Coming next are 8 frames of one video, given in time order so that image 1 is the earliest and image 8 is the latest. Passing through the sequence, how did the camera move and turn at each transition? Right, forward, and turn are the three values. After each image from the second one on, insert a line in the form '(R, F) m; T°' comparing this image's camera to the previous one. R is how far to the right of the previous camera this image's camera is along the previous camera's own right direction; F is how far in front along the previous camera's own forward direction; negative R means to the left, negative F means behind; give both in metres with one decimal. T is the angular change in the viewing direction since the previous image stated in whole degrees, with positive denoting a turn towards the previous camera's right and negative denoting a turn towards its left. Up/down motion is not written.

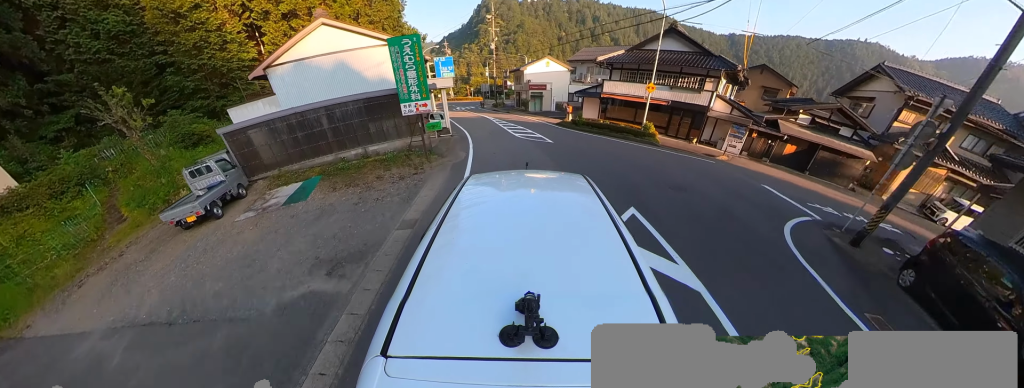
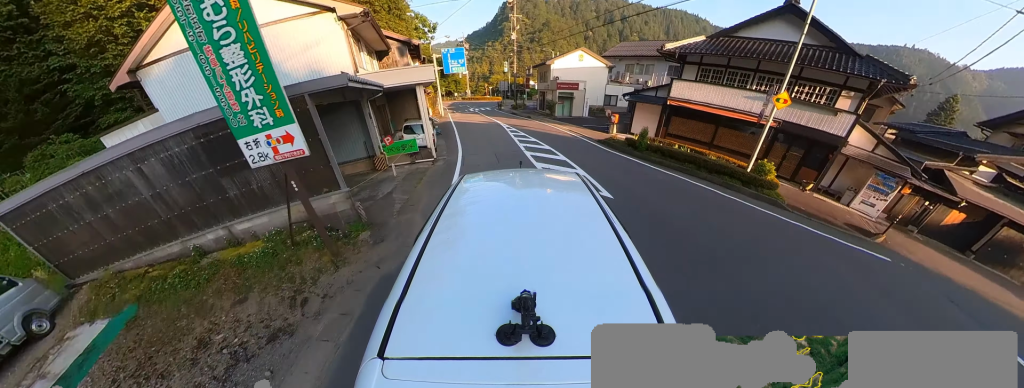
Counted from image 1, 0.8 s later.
(-0.8, +7.9) m; -8°
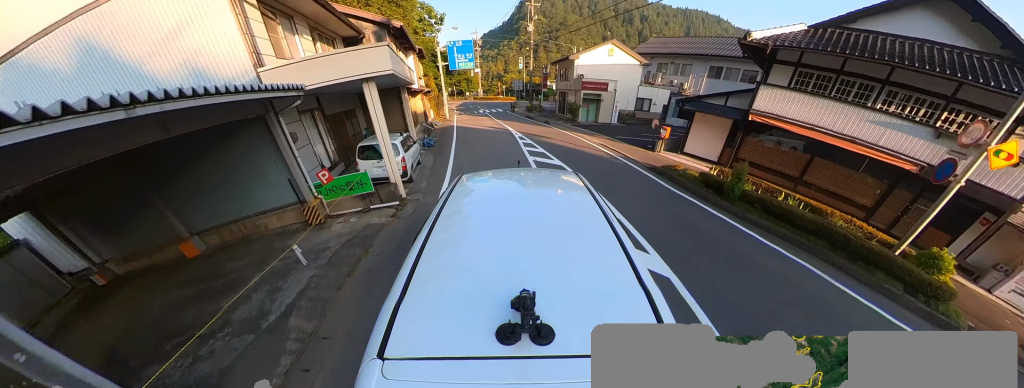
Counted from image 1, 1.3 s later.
(+0.1, +5.1) m; -4°
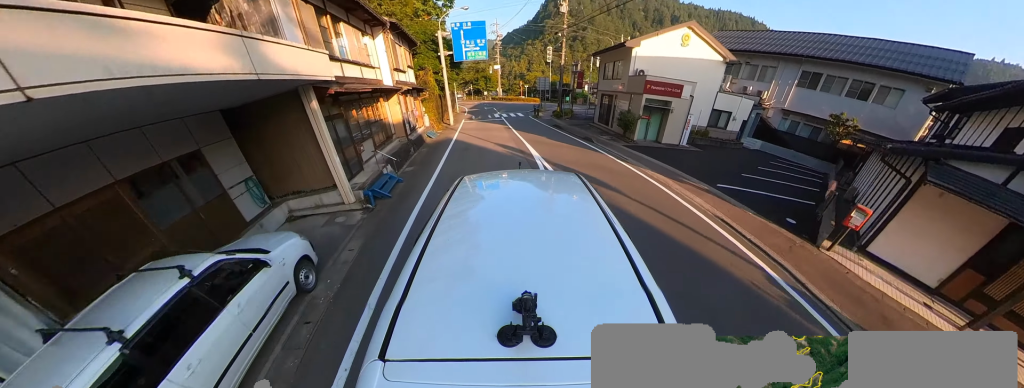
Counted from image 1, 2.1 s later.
(-0.7, +7.9) m; -7°
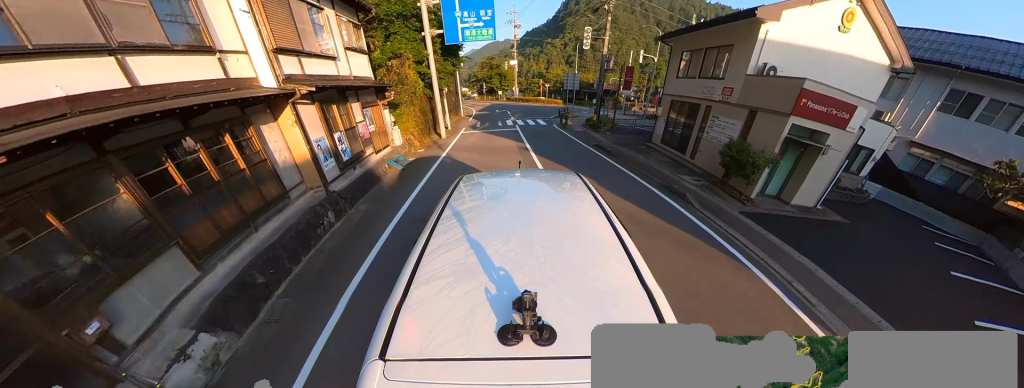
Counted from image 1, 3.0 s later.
(-0.6, +7.7) m; -8°
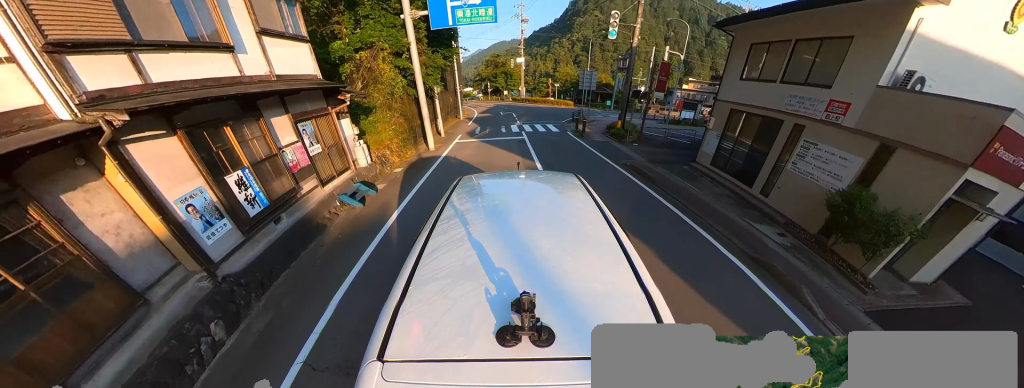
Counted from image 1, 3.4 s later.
(+0.3, +3.6) m; -5°
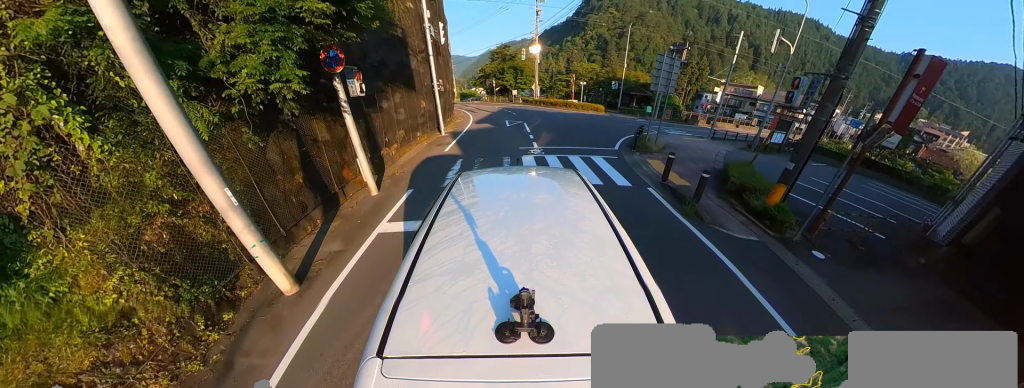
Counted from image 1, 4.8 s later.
(-1.3, +9.9) m; +2°
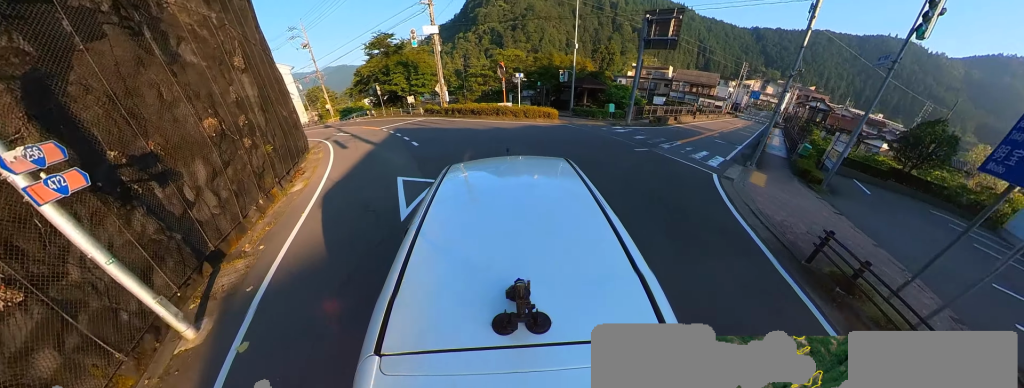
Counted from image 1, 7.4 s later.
(+4.4, +13.2) m; +35°
